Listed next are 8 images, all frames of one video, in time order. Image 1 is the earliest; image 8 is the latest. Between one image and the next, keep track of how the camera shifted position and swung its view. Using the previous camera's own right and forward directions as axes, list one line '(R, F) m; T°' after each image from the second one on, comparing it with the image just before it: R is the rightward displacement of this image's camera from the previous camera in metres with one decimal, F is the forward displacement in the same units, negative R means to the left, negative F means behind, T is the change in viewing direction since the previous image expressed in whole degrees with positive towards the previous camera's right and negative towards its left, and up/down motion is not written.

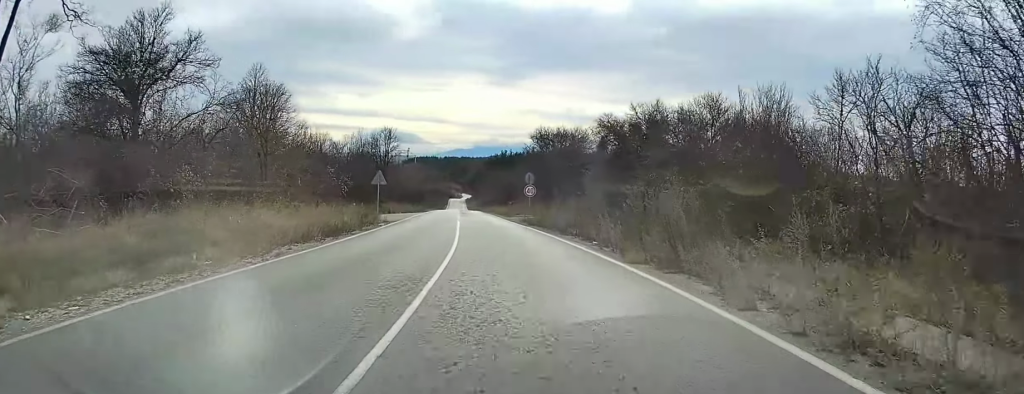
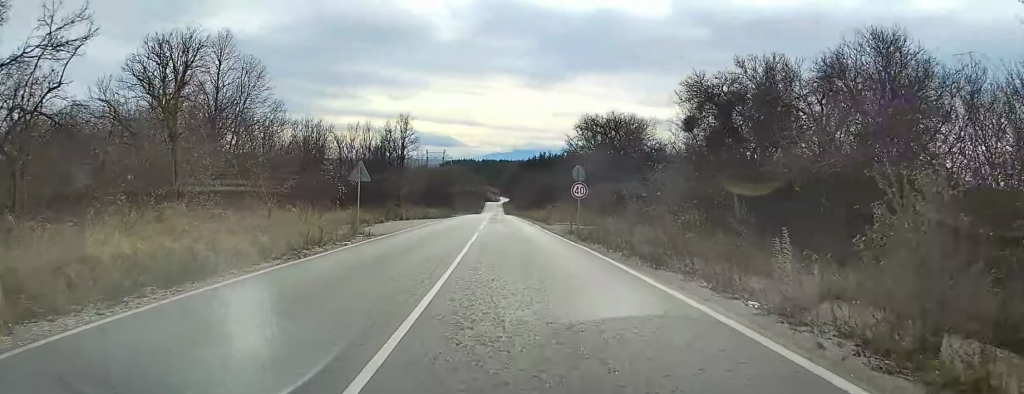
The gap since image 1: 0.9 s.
(-0.5, +12.4) m; -3°
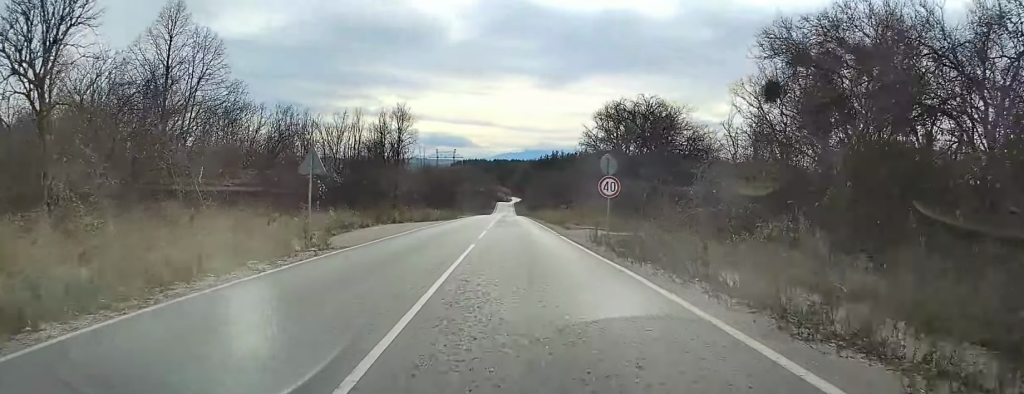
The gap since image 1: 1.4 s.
(0.0, +6.9) m; -1°
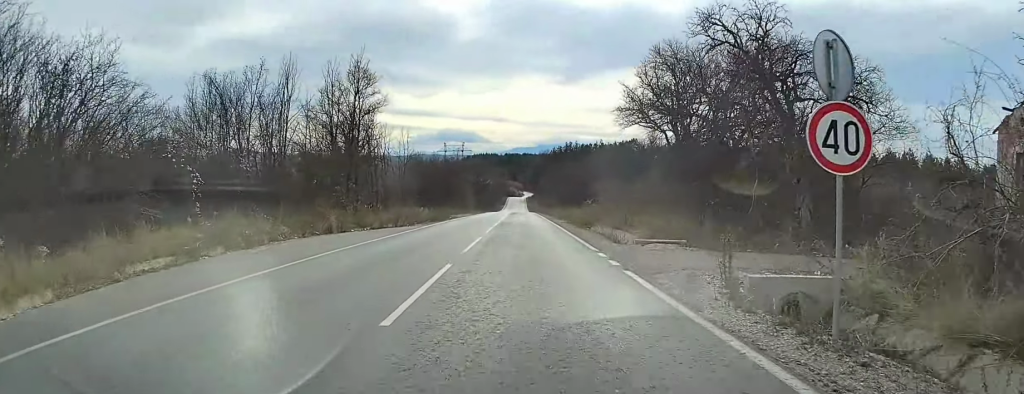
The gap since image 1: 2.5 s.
(-0.3, +16.5) m; -1°
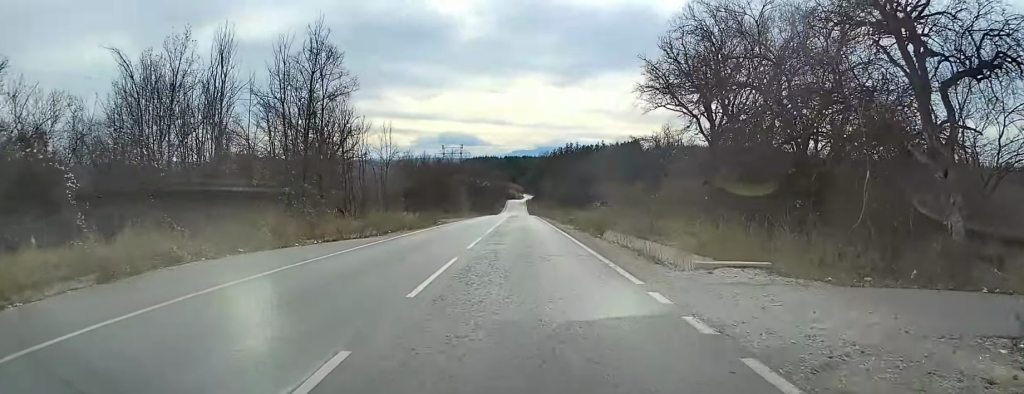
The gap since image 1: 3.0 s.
(+0.1, +7.0) m; 0°
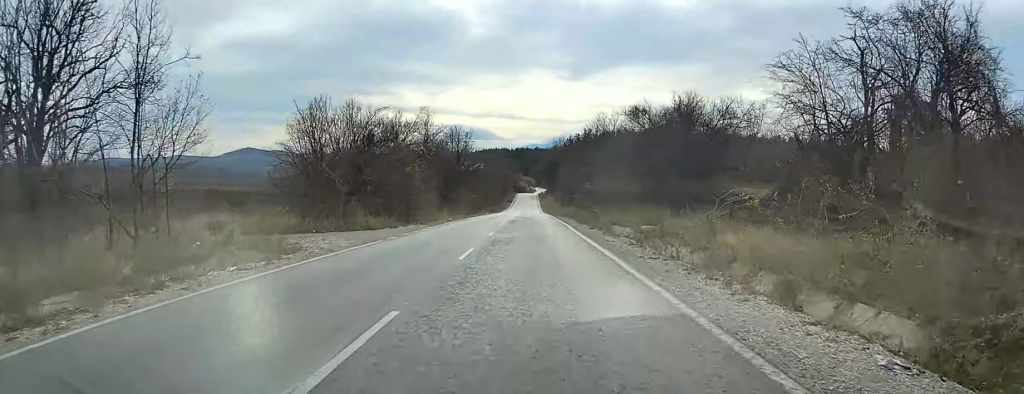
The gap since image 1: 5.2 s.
(+0.5, +34.7) m; +1°
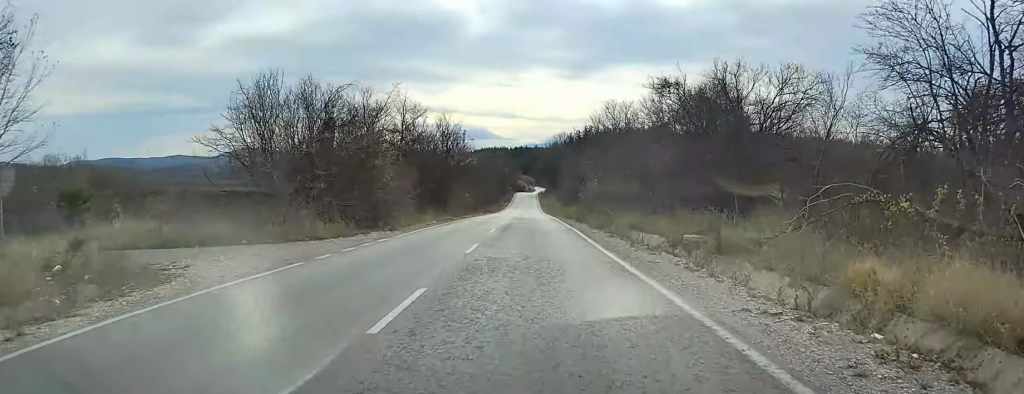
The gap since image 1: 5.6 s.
(0.0, +7.6) m; 0°
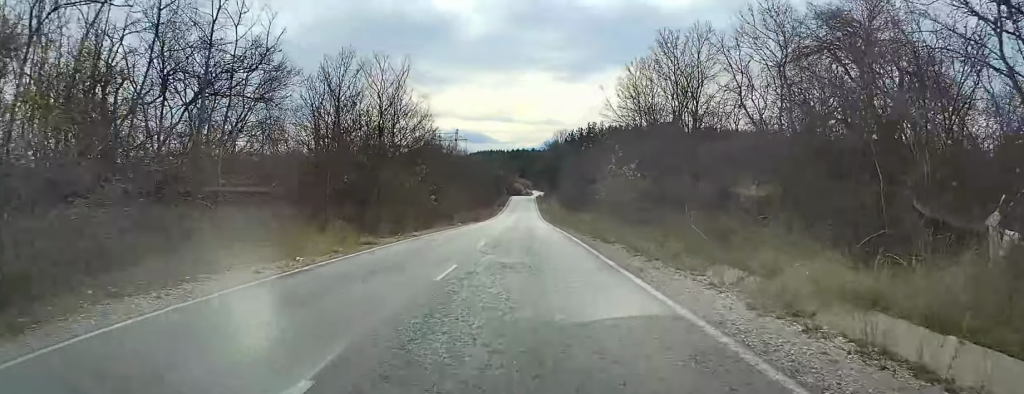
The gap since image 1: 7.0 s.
(0.0, +22.5) m; +1°
